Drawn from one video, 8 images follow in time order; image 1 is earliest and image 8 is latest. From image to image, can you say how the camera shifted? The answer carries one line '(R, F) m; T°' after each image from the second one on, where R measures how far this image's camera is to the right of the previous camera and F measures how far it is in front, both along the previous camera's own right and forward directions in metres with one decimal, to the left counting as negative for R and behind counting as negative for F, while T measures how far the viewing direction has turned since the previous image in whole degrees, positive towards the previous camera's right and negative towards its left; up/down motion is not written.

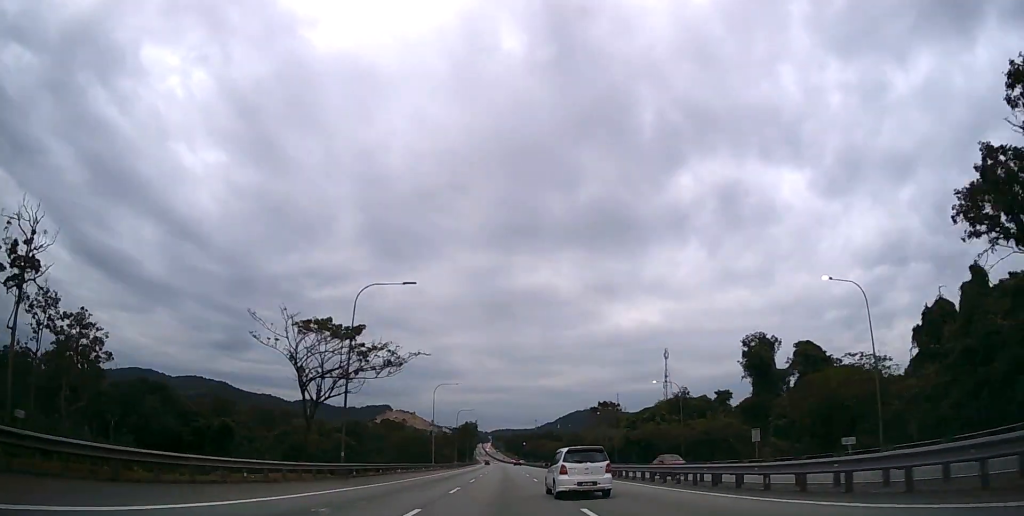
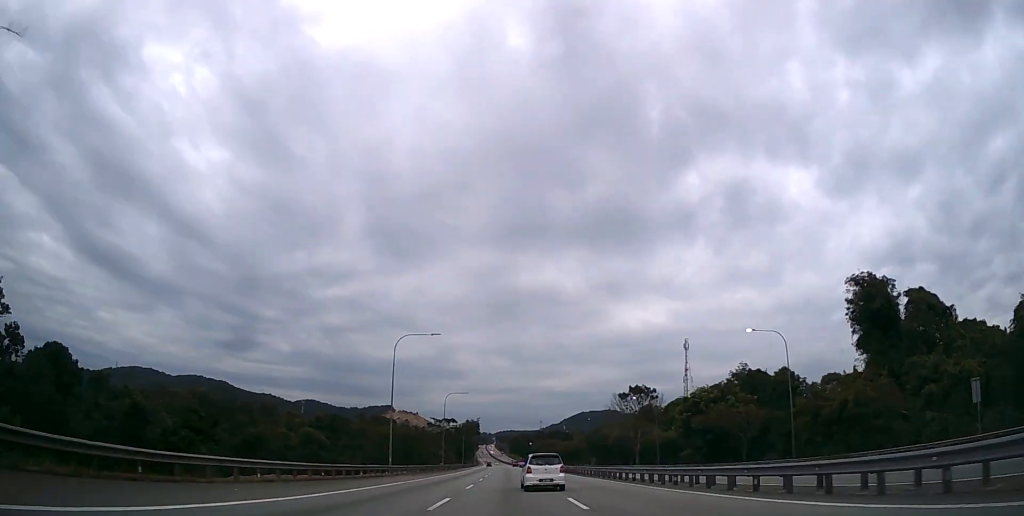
(-0.2, +30.8) m; -1°
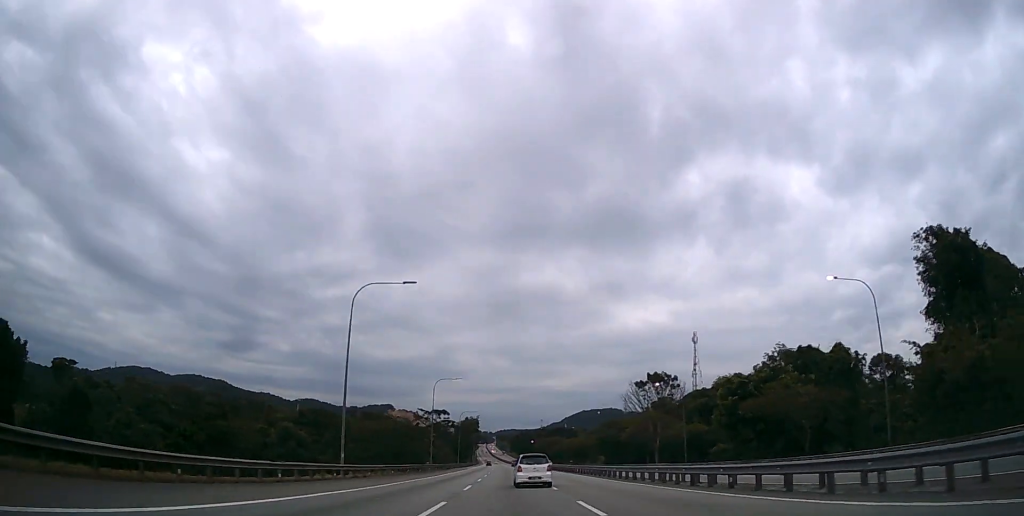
(-0.1, +14.0) m; 0°
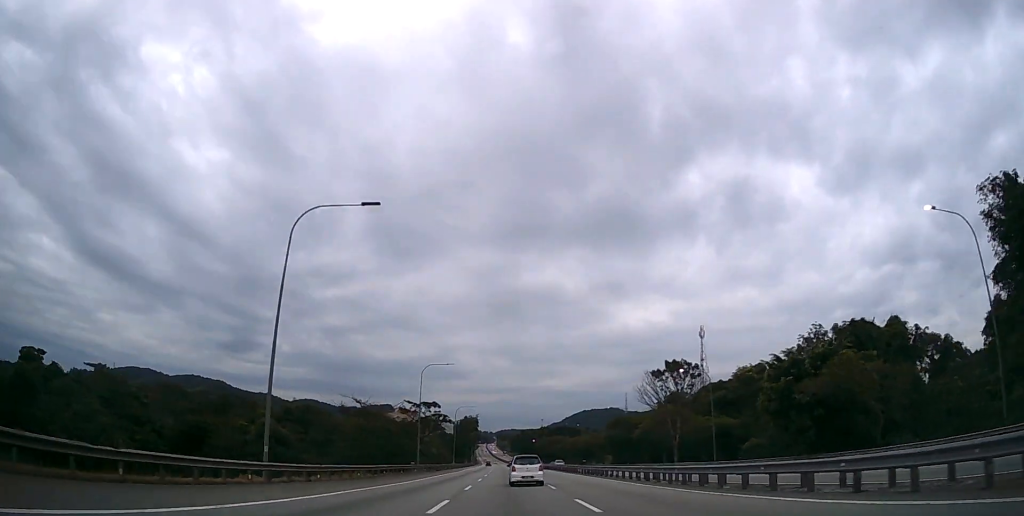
(0.0, +11.0) m; 0°
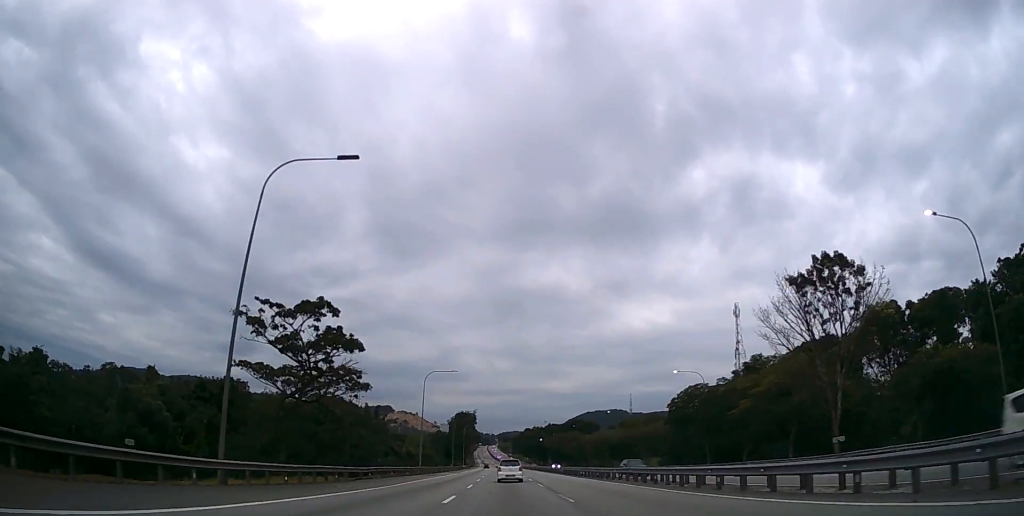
(-0.1, +43.9) m; 0°
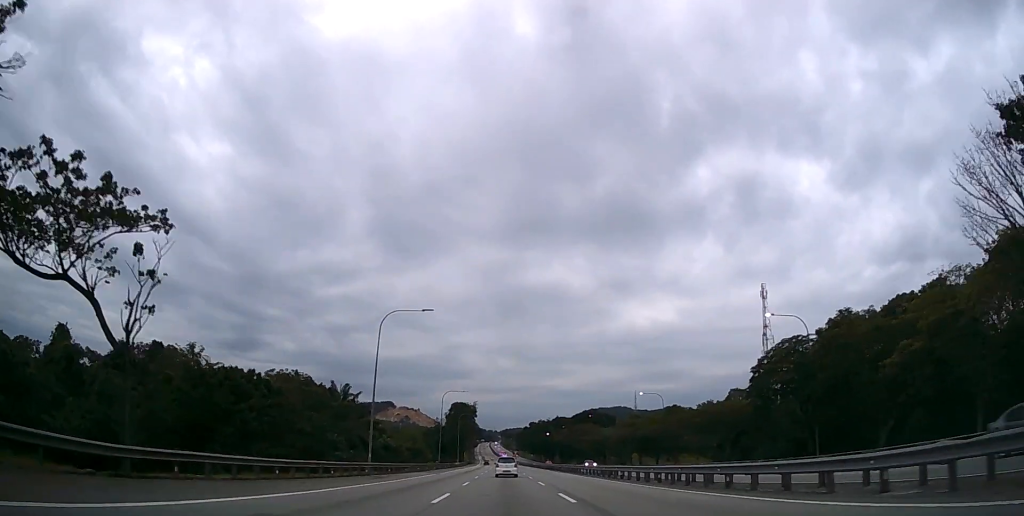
(0.0, +25.0) m; 0°
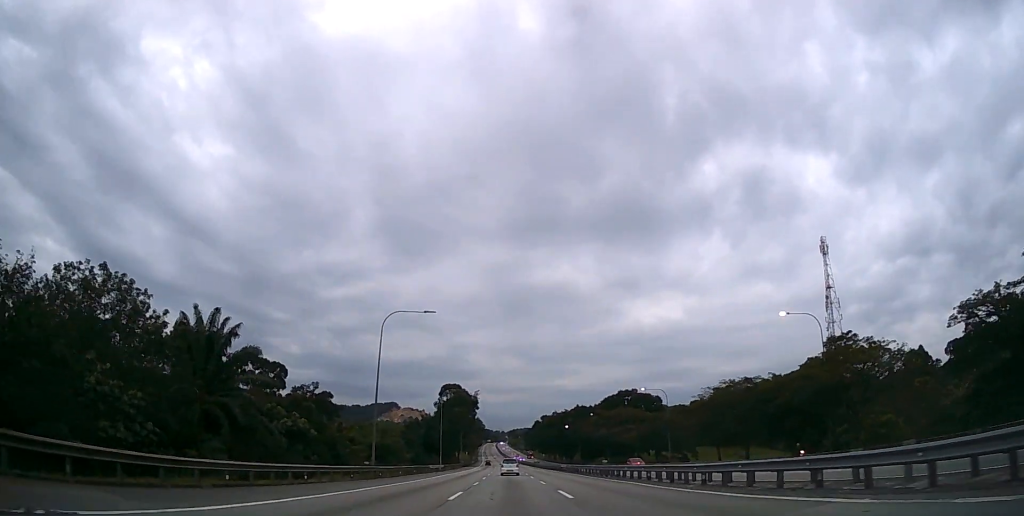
(-0.2, +45.3) m; -1°
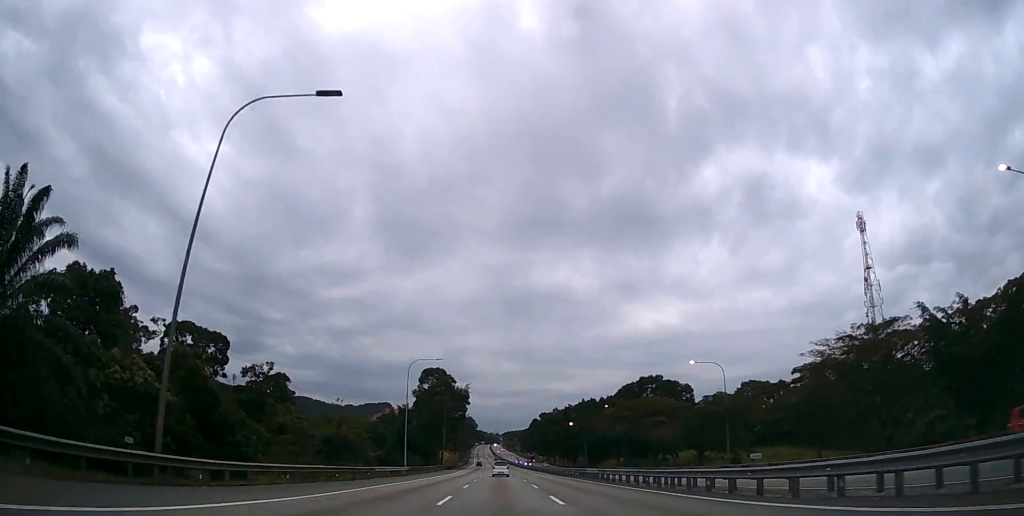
(0.0, +25.5) m; 0°
